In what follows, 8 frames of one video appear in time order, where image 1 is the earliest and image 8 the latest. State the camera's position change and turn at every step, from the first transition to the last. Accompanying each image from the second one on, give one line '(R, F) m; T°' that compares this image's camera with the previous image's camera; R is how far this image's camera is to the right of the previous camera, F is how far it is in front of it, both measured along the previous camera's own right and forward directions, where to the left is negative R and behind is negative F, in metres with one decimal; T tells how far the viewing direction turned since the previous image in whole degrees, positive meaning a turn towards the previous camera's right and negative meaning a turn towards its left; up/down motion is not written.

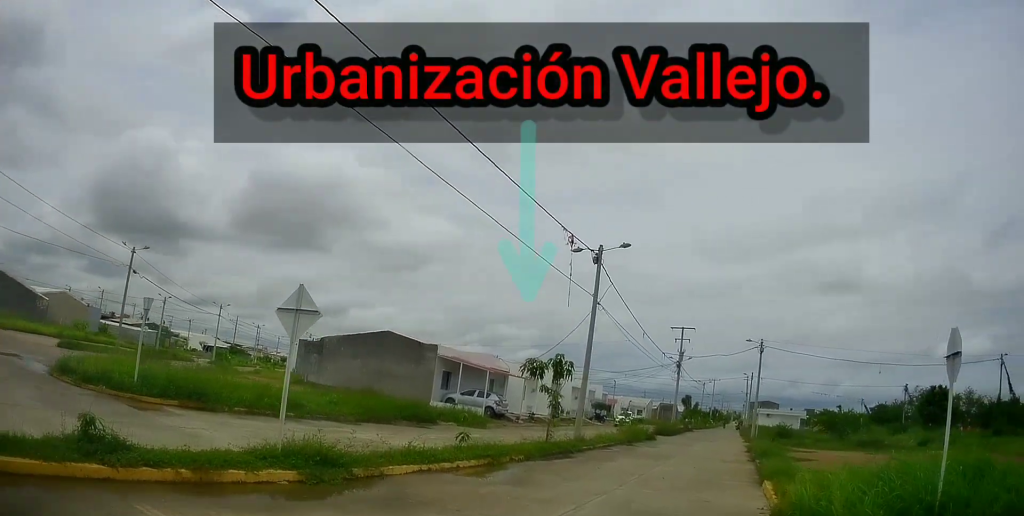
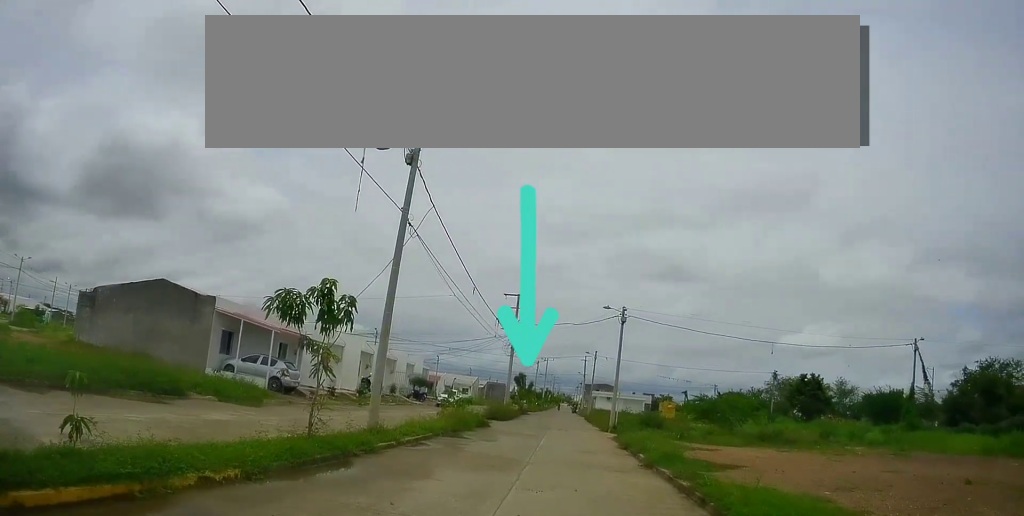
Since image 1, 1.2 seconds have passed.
(+0.4, +7.8) m; +6°
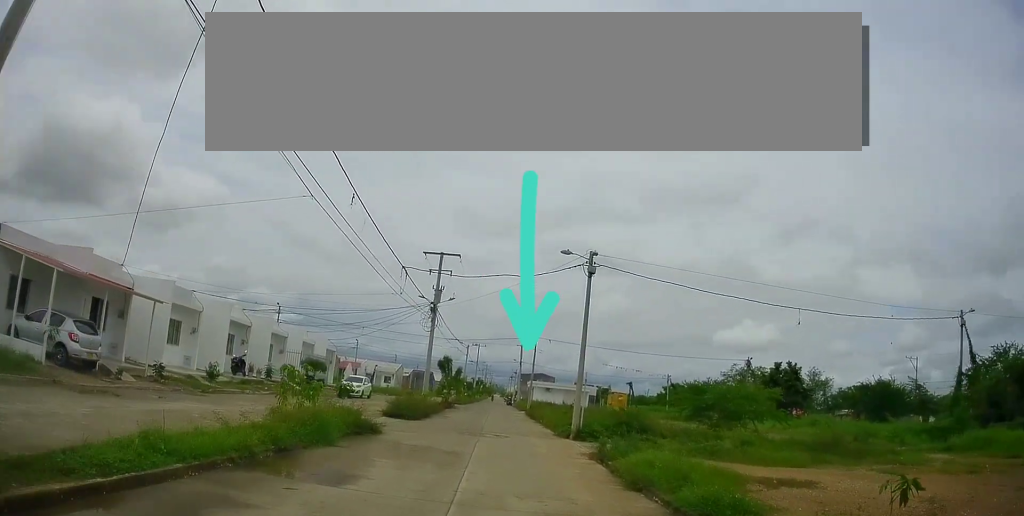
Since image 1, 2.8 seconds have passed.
(+1.0, +10.4) m; +13°
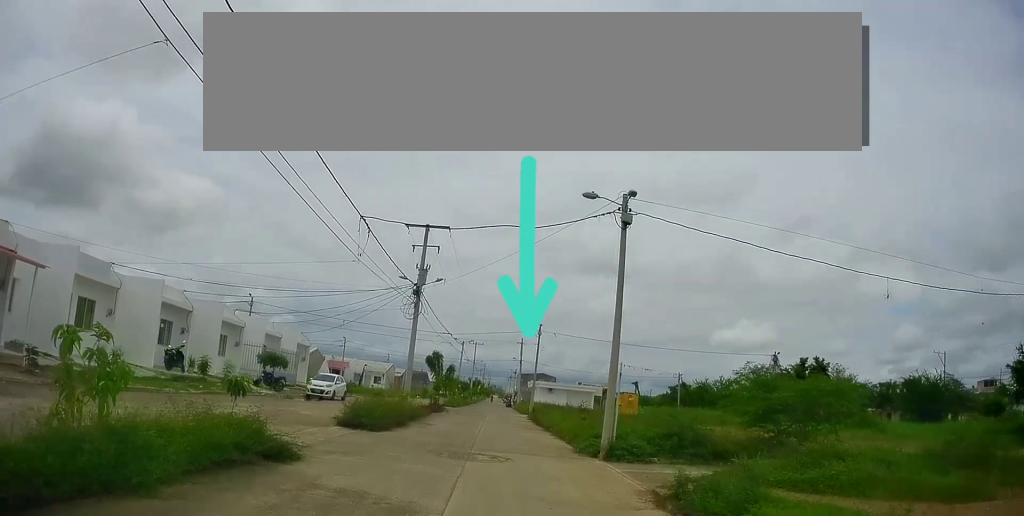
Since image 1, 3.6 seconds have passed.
(+0.4, +6.1) m; +8°
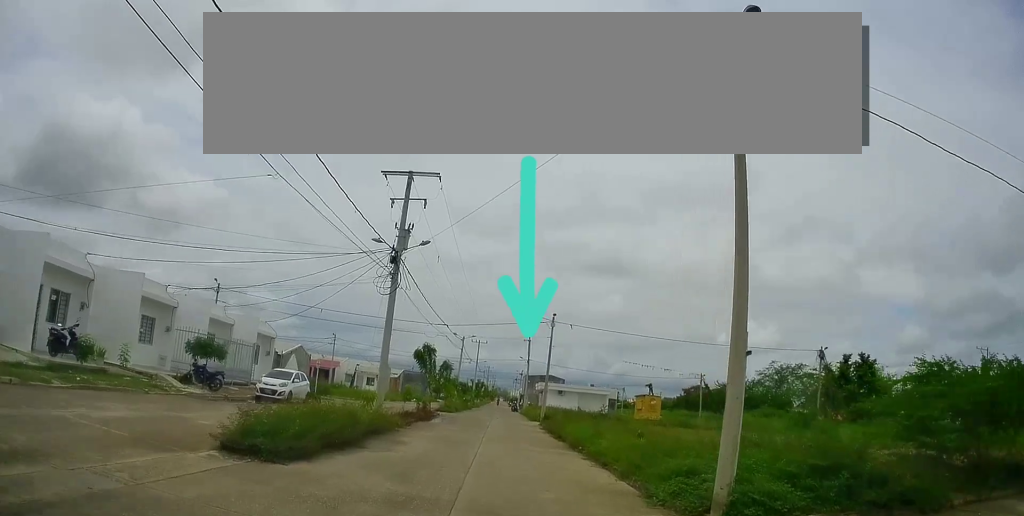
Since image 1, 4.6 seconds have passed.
(+0.5, +7.5) m; +2°
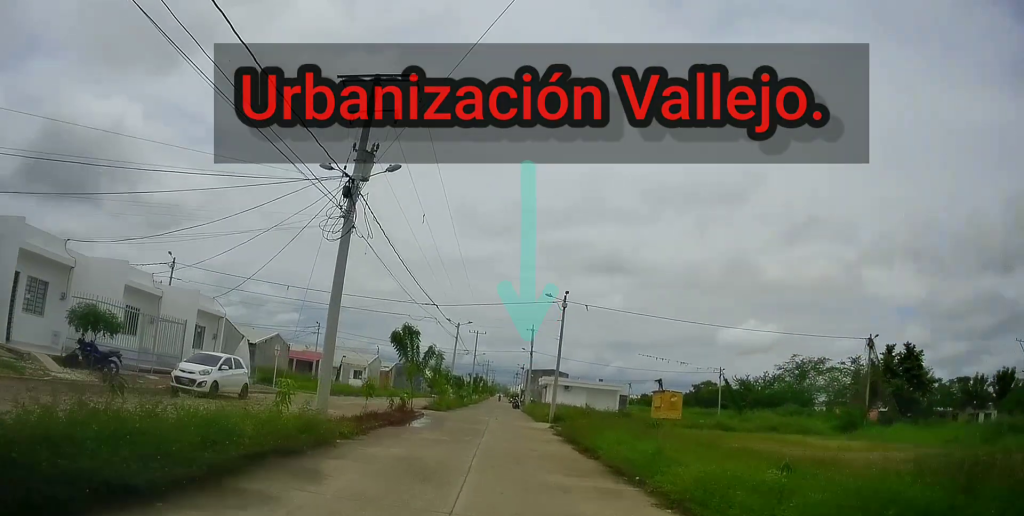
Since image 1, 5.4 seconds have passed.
(-0.3, +7.0) m; 0°
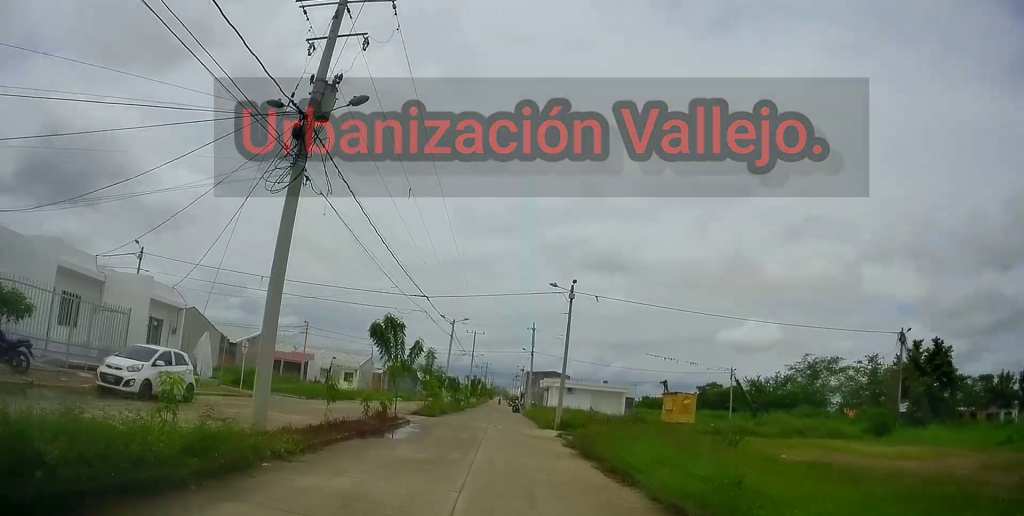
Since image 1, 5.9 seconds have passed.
(+0.2, +4.2) m; +1°
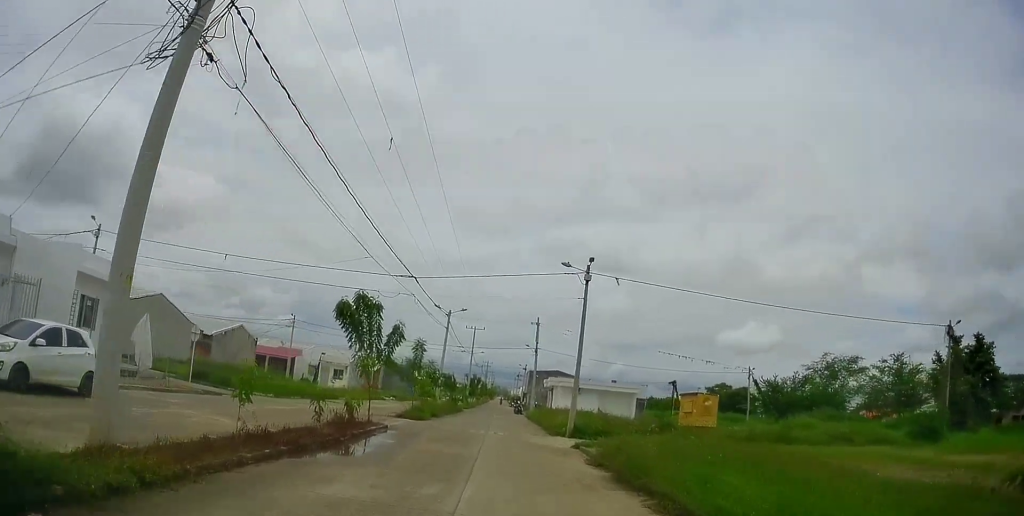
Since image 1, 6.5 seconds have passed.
(+0.1, +5.0) m; +1°
